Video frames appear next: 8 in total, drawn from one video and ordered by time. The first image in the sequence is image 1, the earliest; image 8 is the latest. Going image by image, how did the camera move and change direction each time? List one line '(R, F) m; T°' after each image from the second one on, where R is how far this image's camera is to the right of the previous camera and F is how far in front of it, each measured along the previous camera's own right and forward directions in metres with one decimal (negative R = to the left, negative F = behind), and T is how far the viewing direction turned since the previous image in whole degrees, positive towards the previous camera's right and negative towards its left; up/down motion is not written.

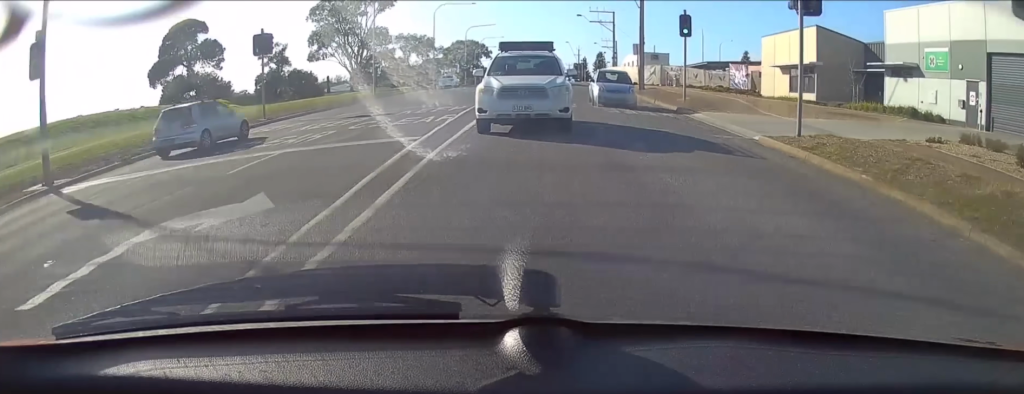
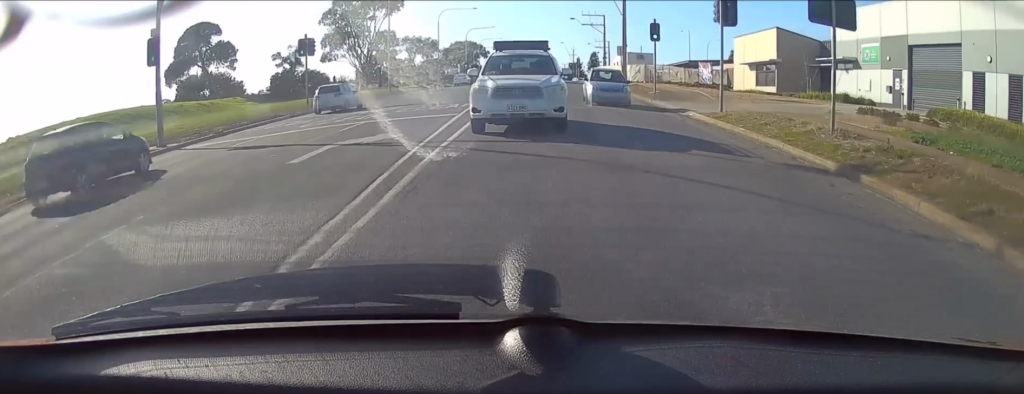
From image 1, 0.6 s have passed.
(-0.1, +6.8) m; 0°
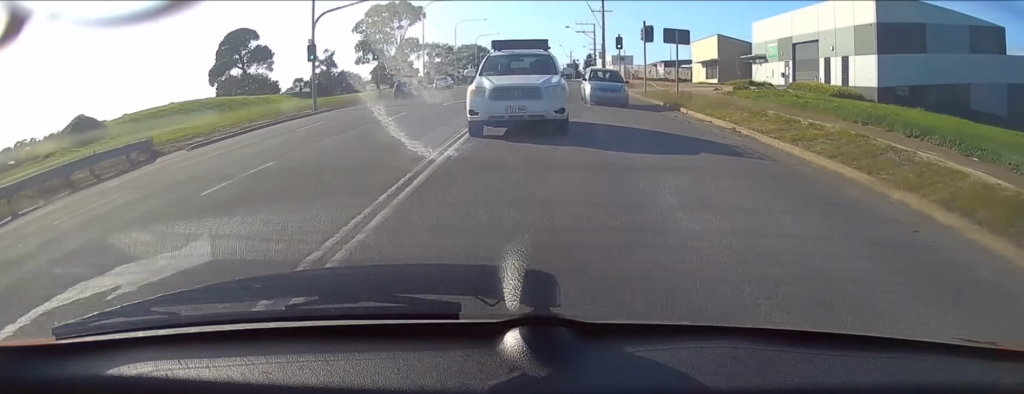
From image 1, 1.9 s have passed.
(+0.3, +16.6) m; +1°
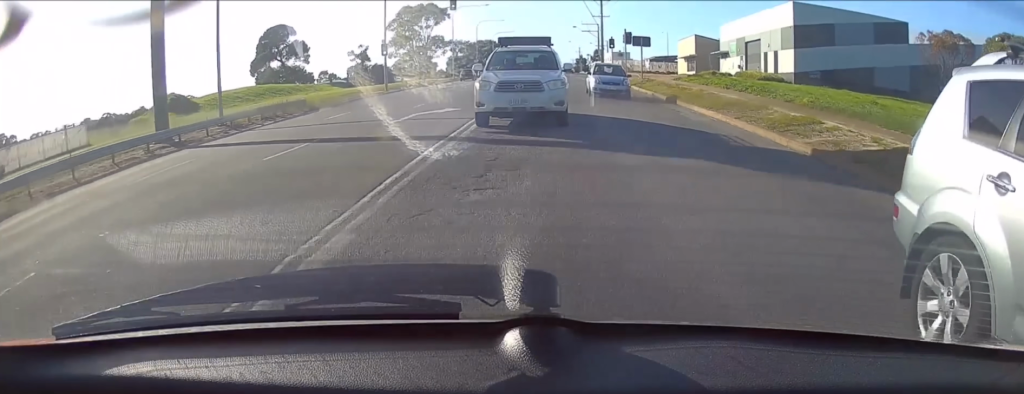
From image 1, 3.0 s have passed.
(0.0, +13.5) m; 0°
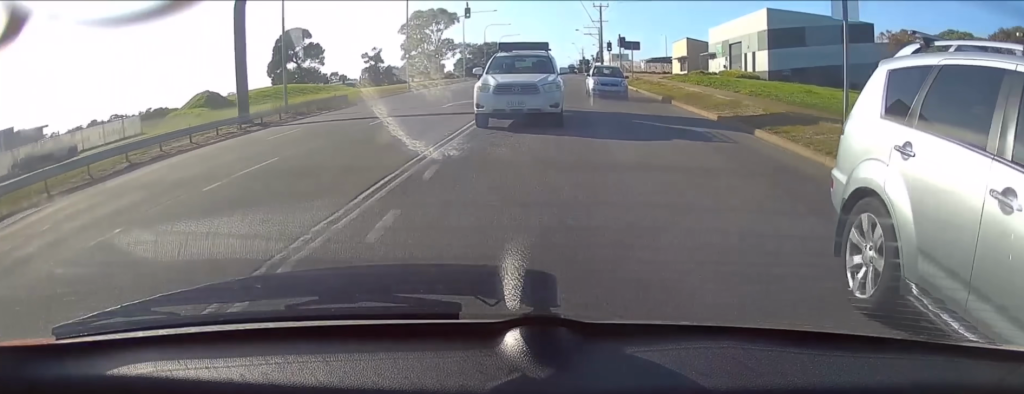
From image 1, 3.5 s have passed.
(+0.1, +6.9) m; 0°
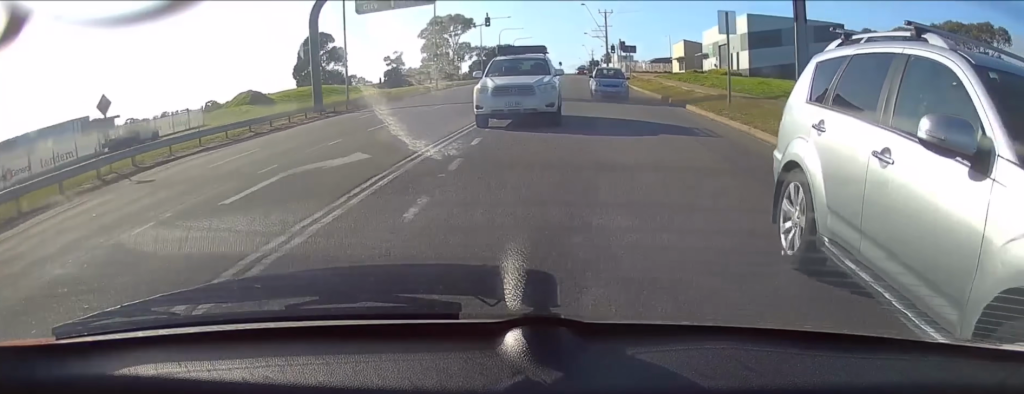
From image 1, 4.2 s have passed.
(-0.1, +8.6) m; 0°
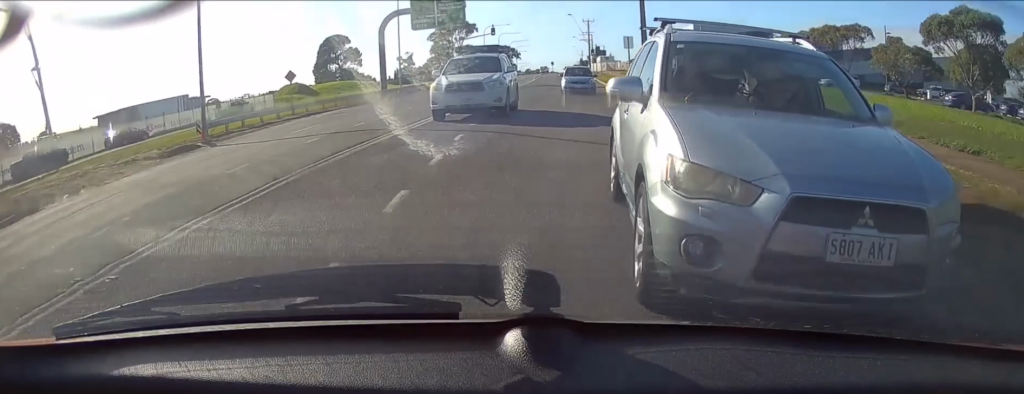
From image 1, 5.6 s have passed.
(0.0, +19.5) m; 0°
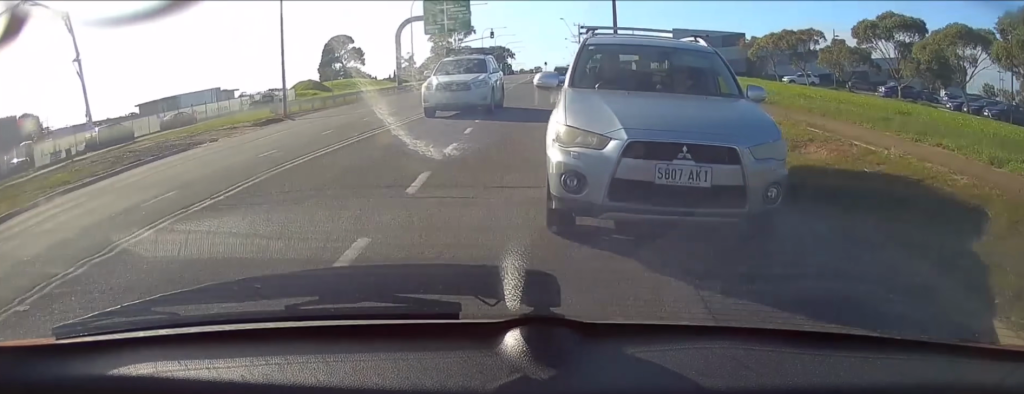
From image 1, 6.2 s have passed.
(-0.1, +9.0) m; +1°
